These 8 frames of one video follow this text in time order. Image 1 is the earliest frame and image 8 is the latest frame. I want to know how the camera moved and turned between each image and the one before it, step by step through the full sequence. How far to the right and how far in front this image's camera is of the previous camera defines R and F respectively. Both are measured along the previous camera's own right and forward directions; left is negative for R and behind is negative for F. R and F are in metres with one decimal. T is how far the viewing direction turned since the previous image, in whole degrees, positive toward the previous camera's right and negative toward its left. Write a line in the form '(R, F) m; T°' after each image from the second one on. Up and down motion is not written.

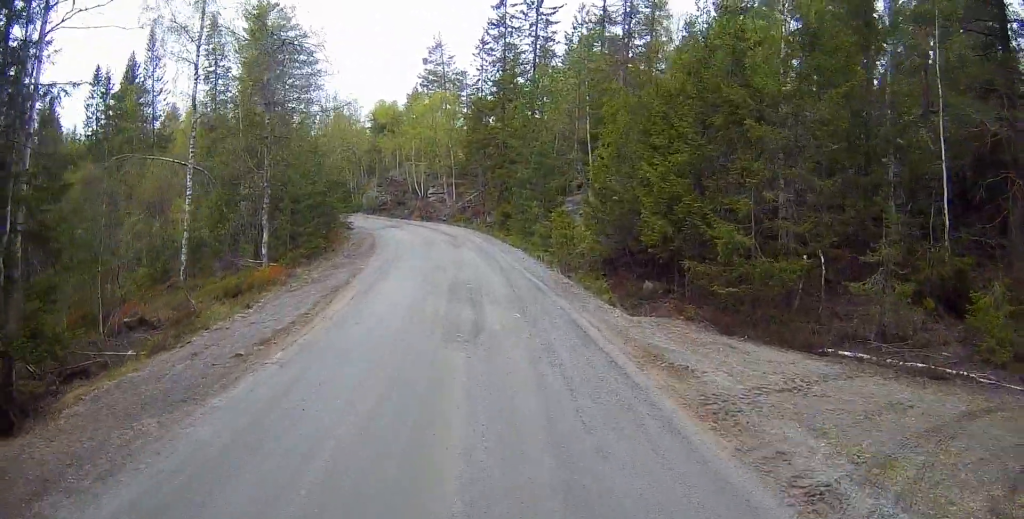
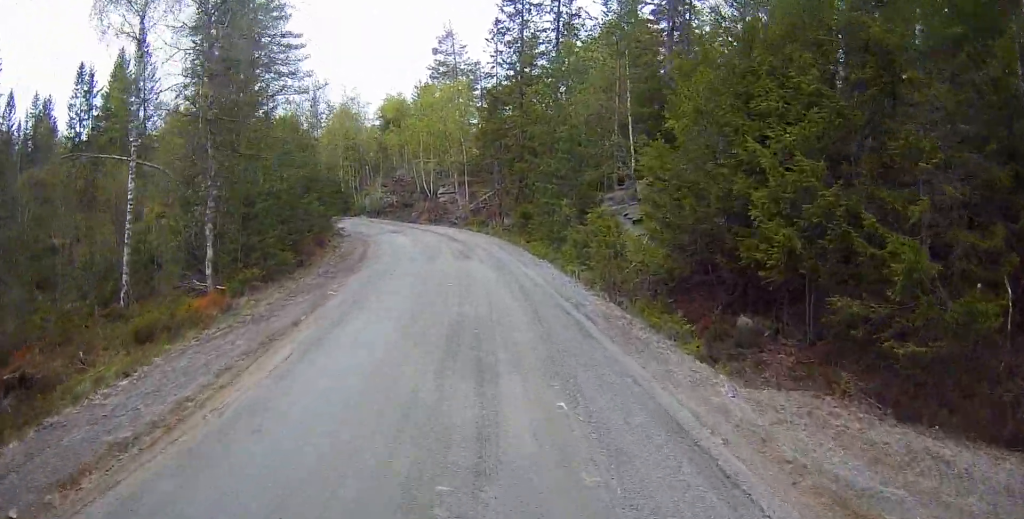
(+0.2, +5.1) m; -5°
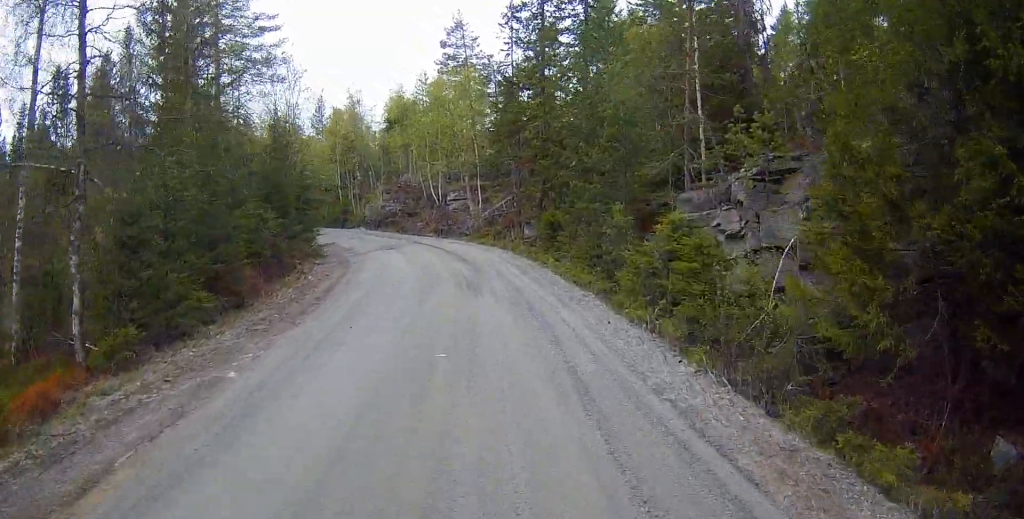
(-0.5, +5.7) m; -5°
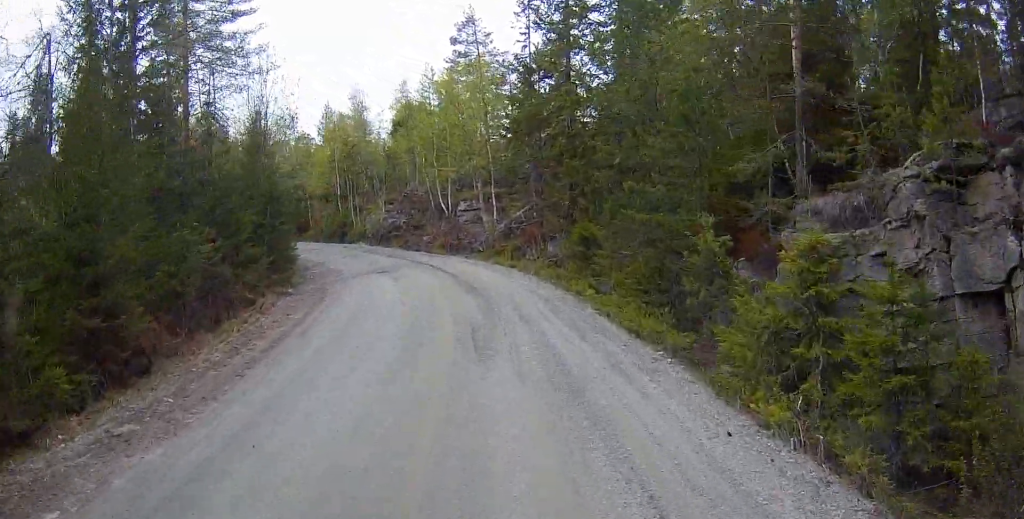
(-0.2, +4.6) m; -3°
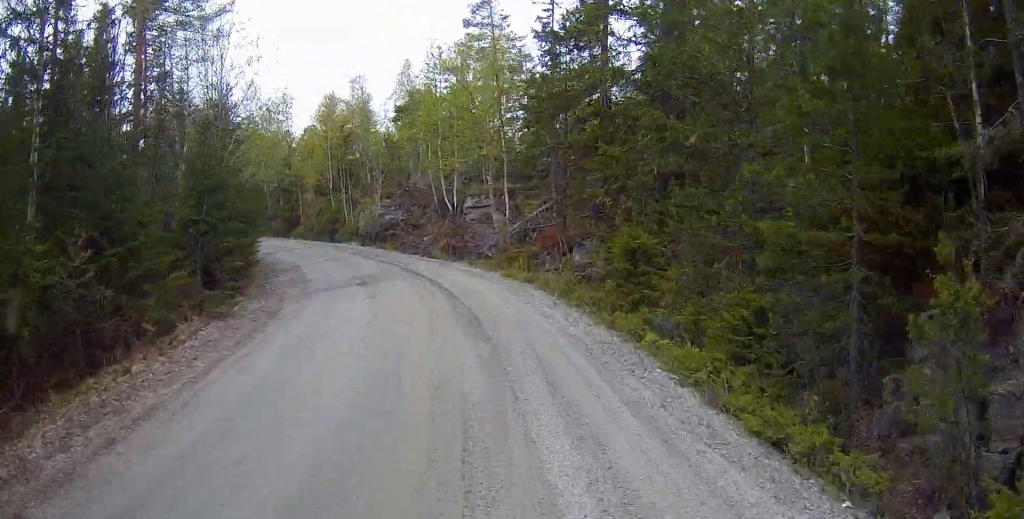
(0.0, +4.5) m; 0°
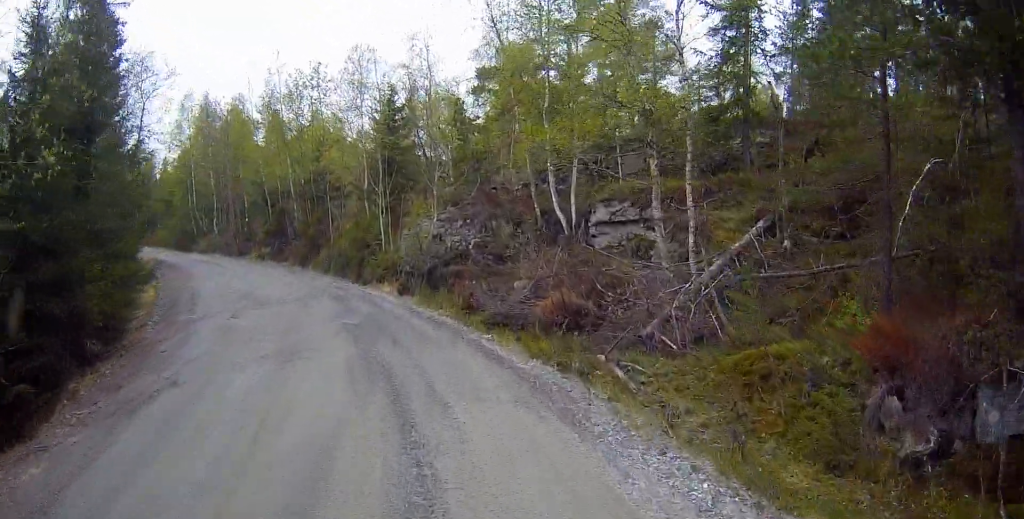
(0.0, +14.1) m; -6°
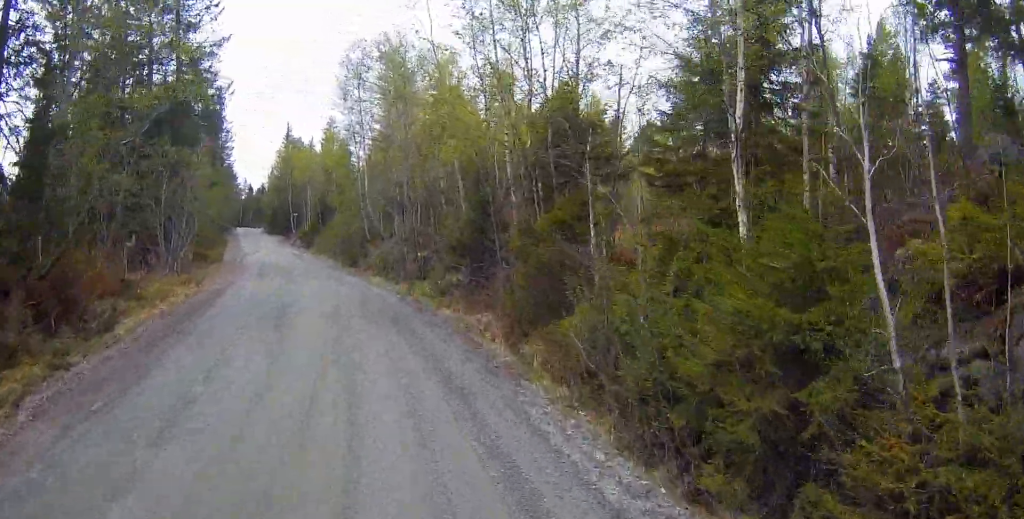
(-2.5, +16.7) m; -18°
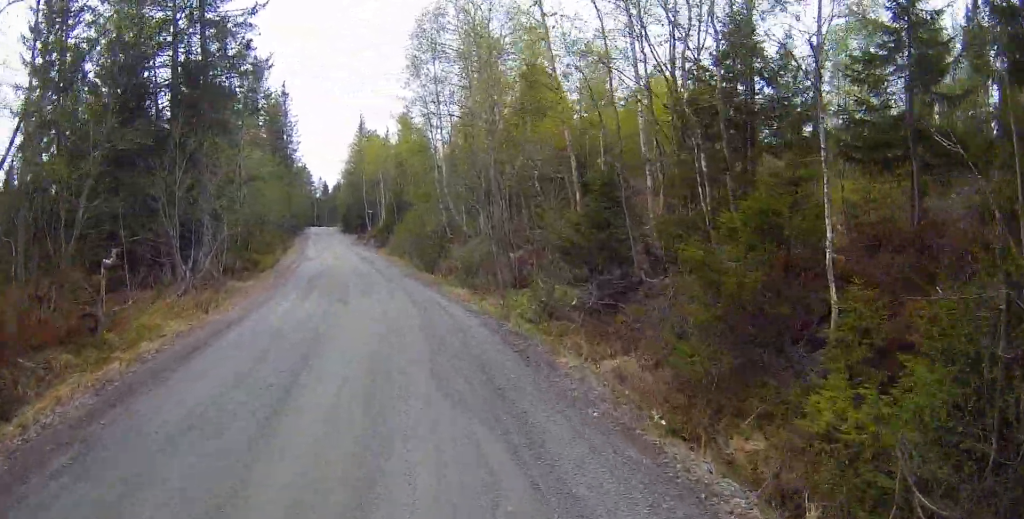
(-0.7, +5.0) m; -7°
